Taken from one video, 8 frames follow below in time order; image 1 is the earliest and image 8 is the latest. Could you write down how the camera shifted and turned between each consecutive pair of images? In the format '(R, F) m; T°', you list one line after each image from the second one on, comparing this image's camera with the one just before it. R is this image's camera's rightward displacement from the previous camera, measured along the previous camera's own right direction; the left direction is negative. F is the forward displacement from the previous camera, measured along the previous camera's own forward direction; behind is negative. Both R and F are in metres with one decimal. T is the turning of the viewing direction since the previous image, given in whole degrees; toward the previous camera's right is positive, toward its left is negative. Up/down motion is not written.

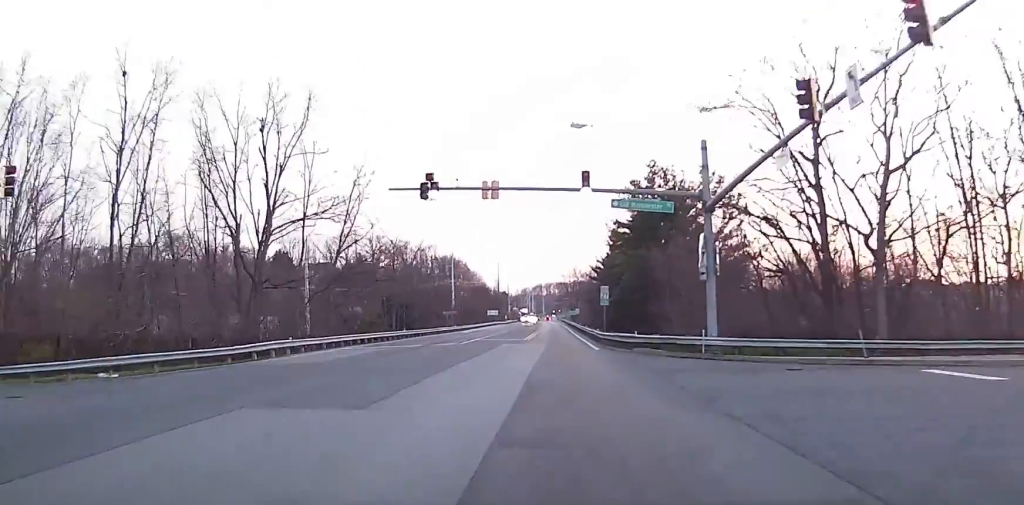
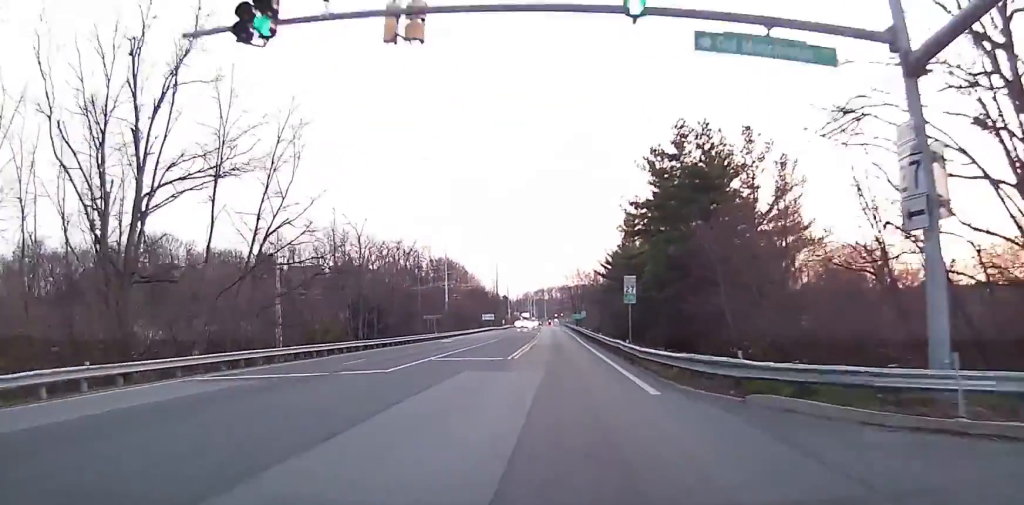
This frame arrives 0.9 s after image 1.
(-0.1, +17.6) m; 0°
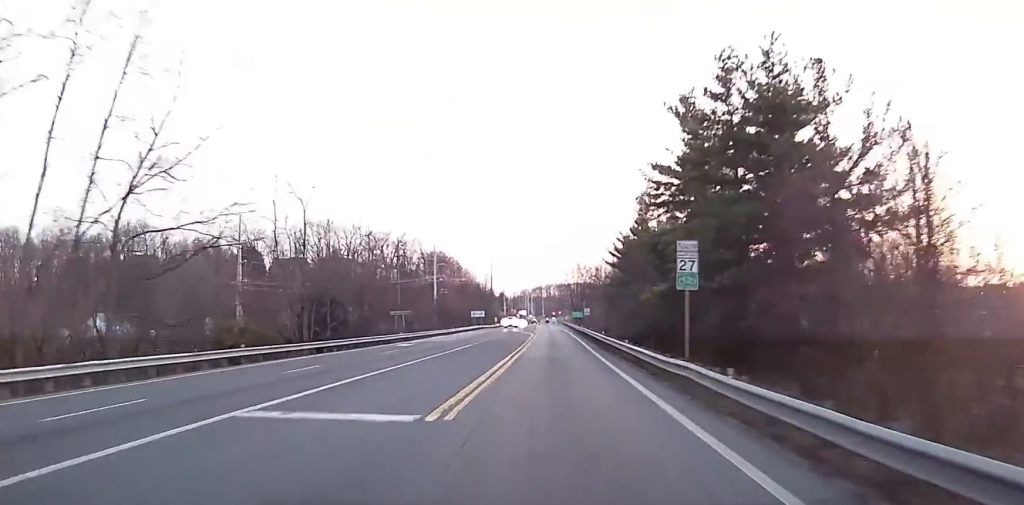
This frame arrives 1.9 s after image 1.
(0.0, +17.6) m; +1°
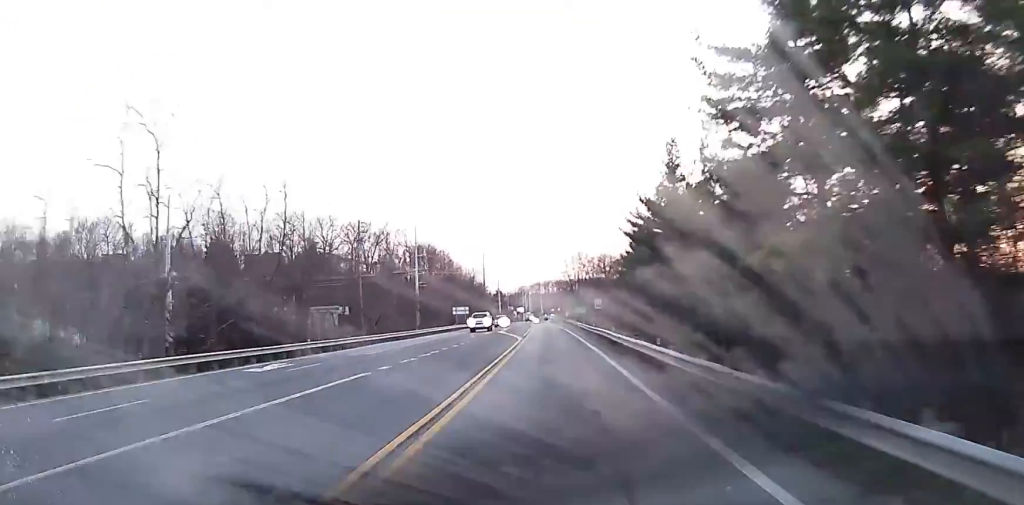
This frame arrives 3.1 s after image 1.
(+0.4, +22.6) m; 0°
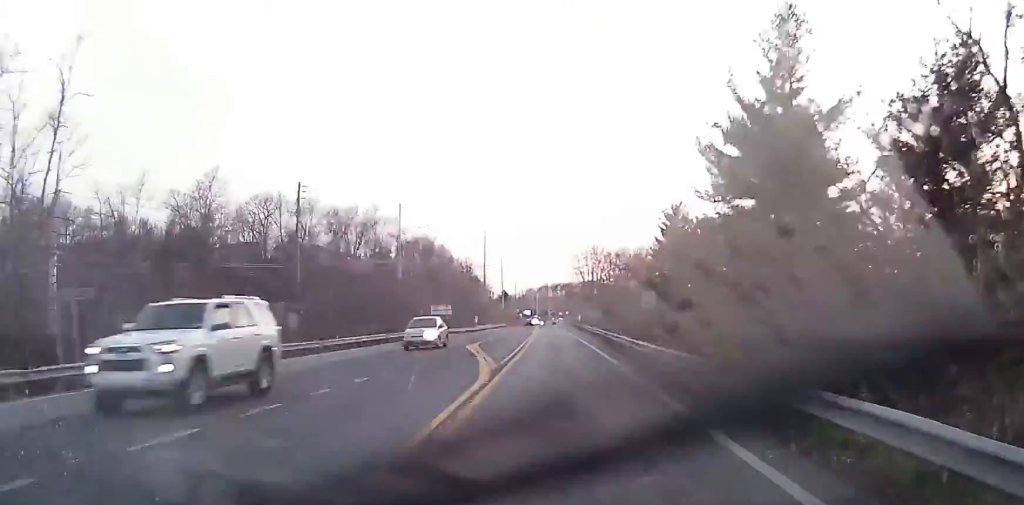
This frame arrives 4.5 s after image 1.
(-0.6, +27.8) m; -2°
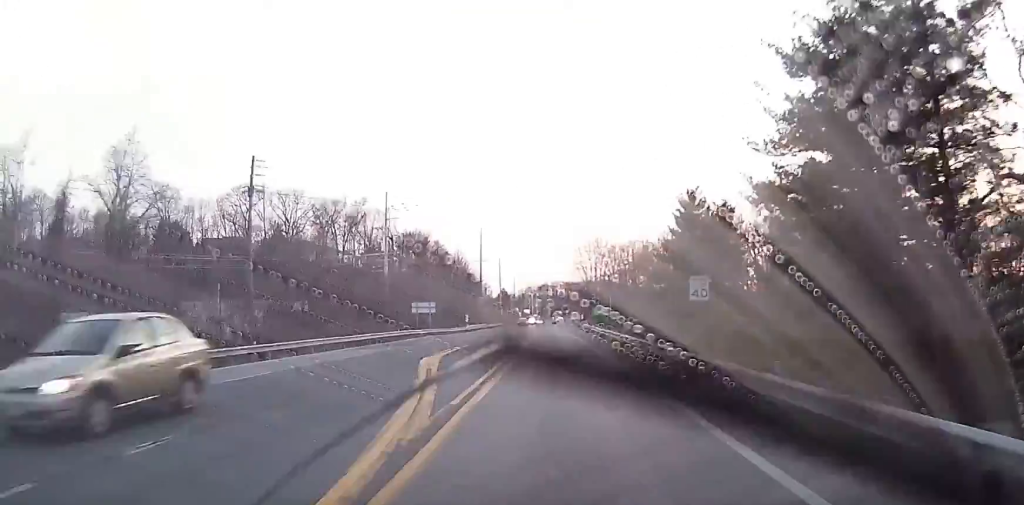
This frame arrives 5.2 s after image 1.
(+0.1, +12.1) m; -1°
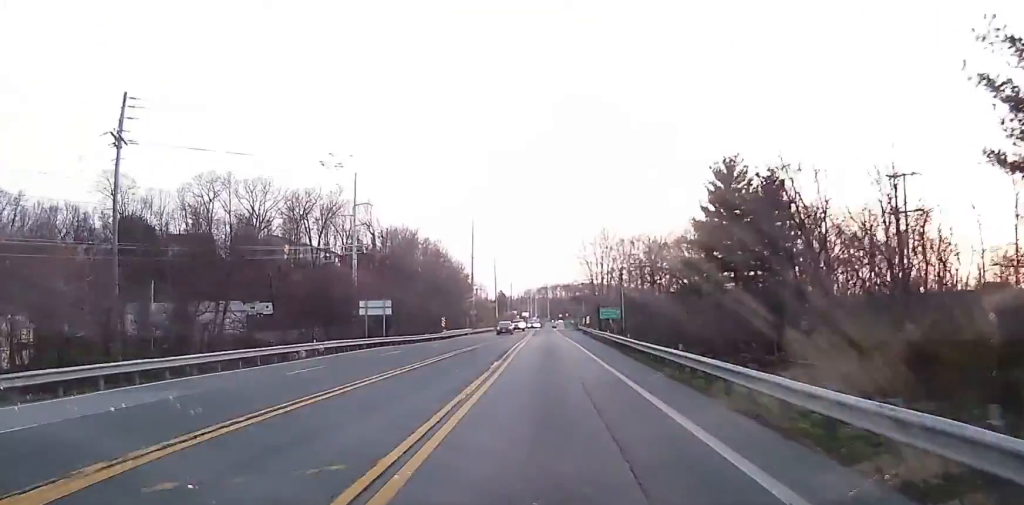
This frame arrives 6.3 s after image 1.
(-0.3, +21.7) m; 0°
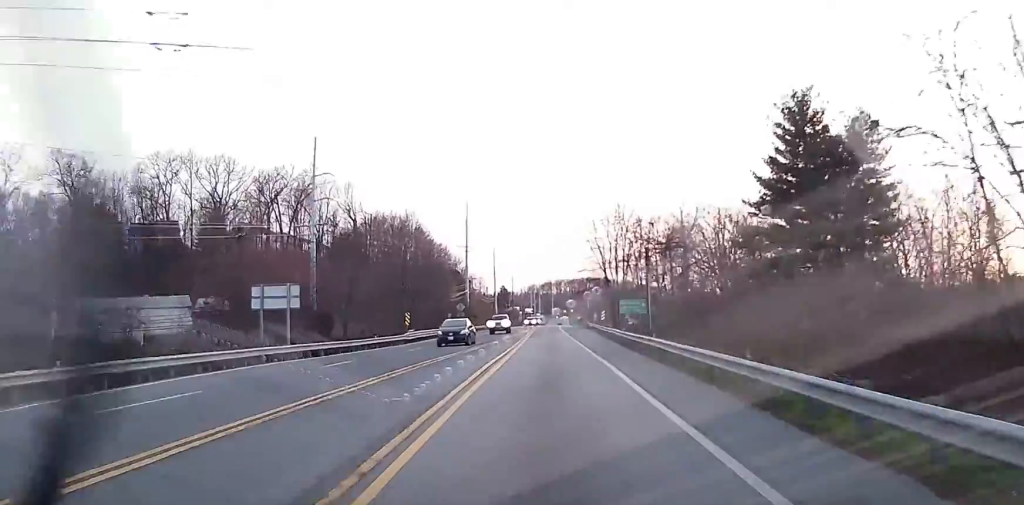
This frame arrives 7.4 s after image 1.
(+0.3, +20.8) m; 0°
